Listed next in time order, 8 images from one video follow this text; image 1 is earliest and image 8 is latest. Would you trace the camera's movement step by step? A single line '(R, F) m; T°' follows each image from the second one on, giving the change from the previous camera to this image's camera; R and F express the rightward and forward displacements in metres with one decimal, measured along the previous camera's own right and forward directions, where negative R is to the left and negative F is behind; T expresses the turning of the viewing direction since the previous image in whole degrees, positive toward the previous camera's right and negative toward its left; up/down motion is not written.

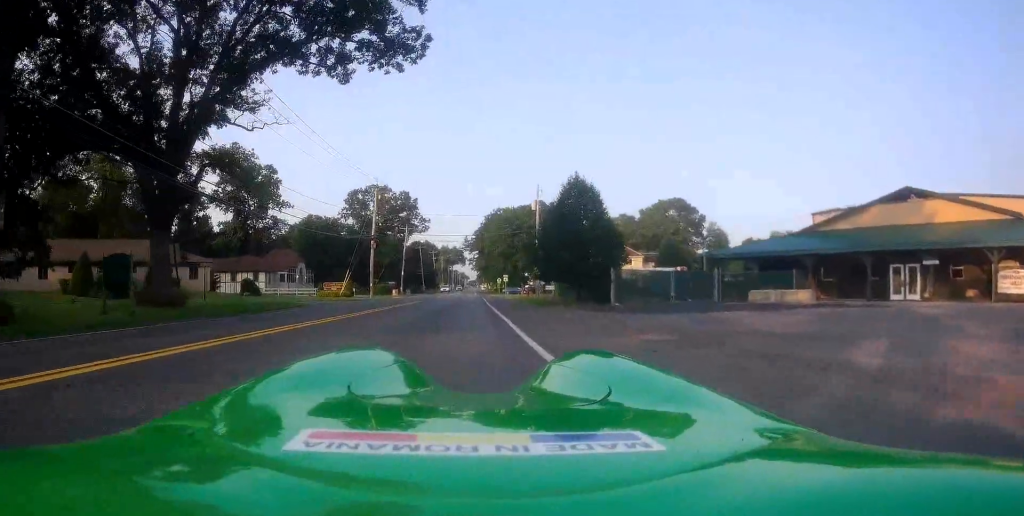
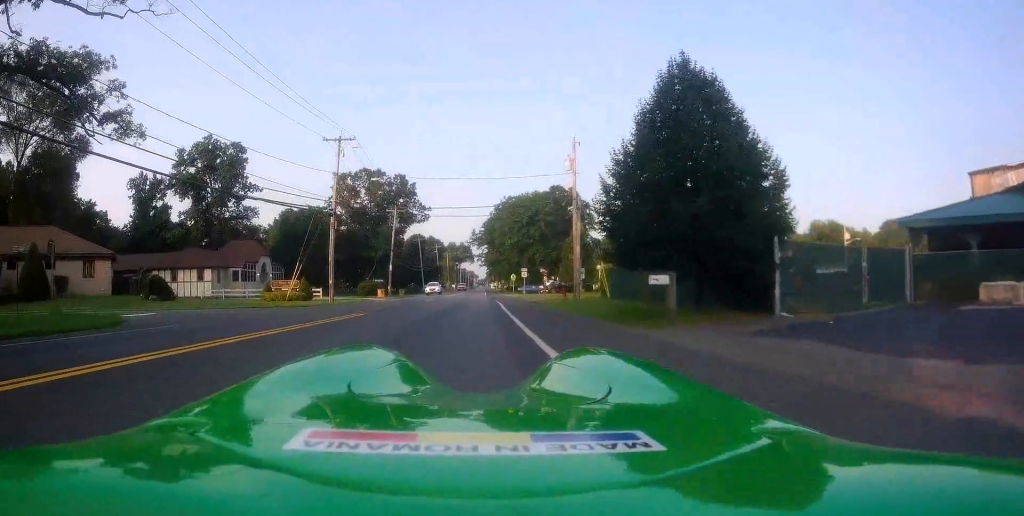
(-0.6, +19.3) m; -5°
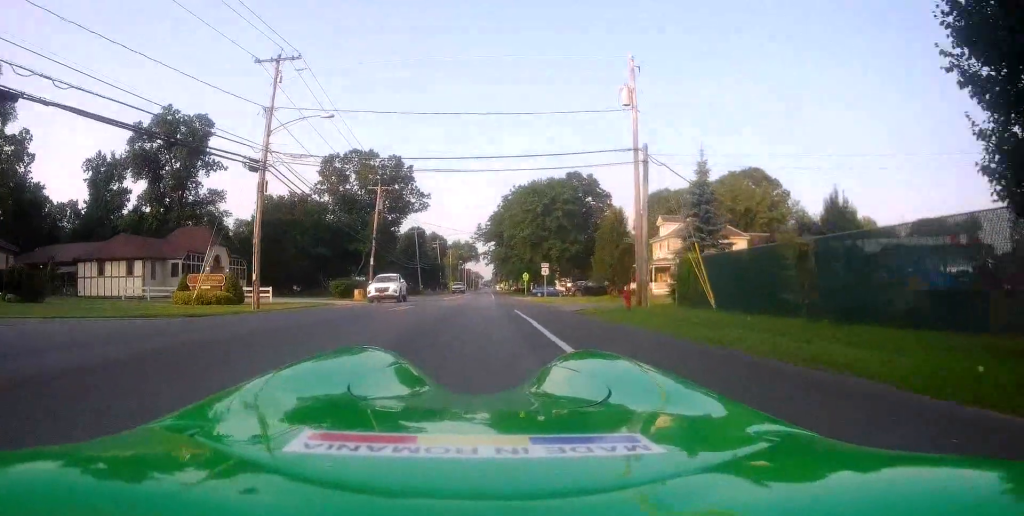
(+0.7, +14.6) m; +6°
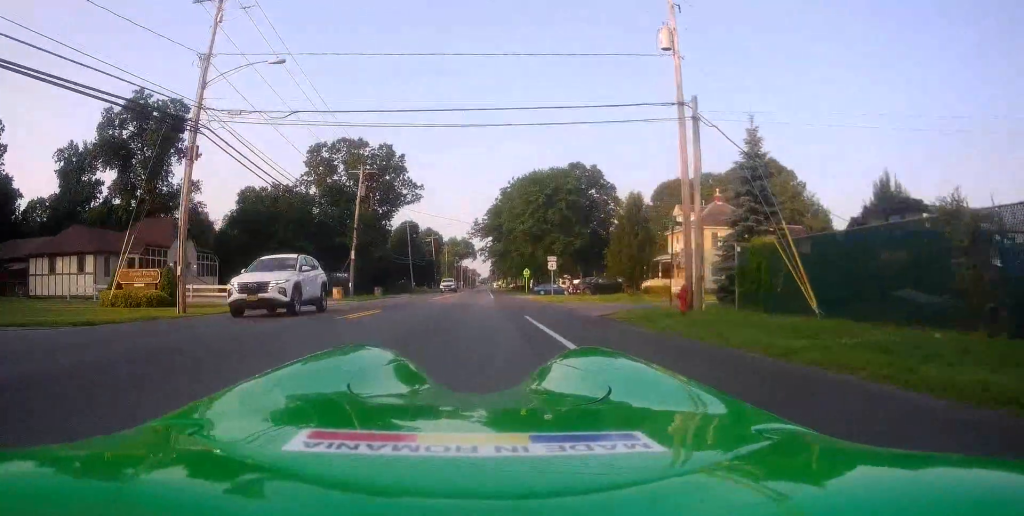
(+0.1, +6.7) m; -1°
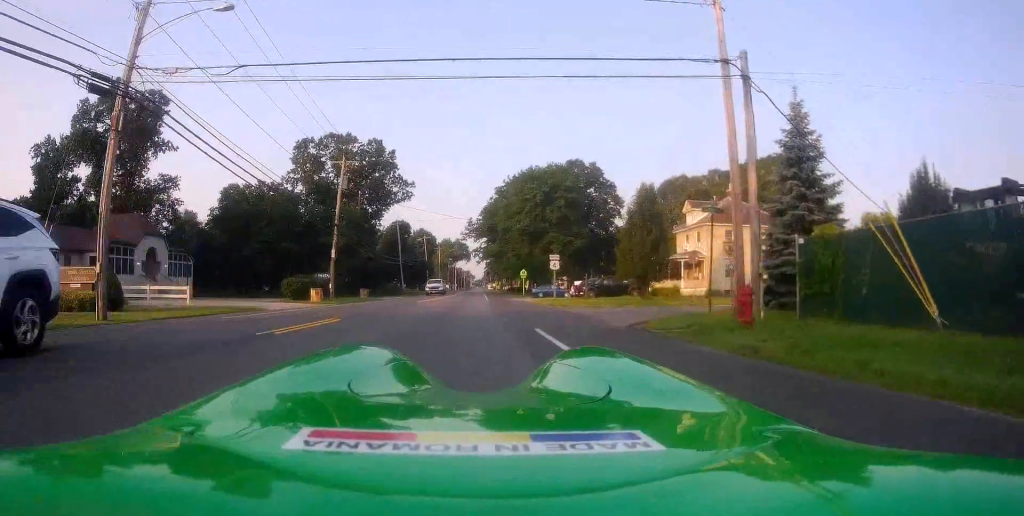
(+0.1, +4.4) m; -2°
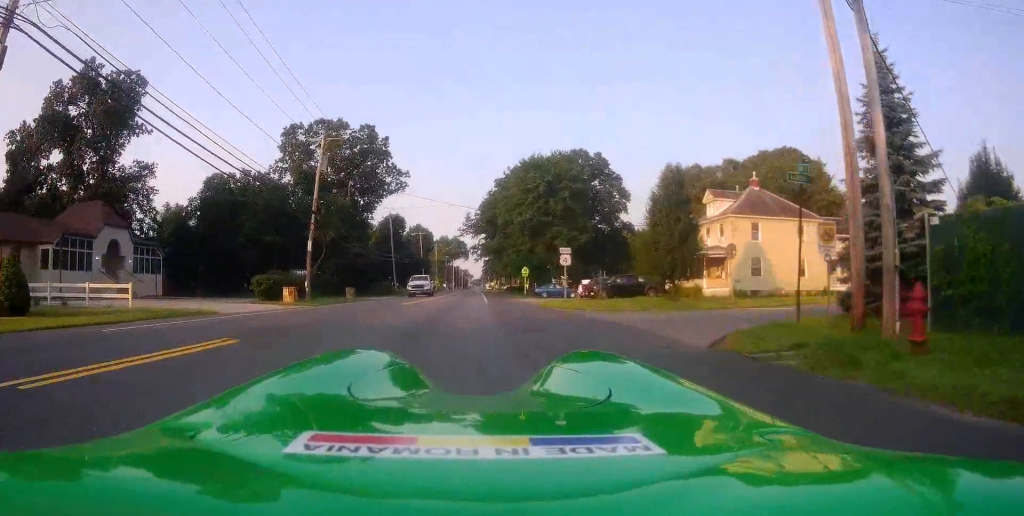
(-0.3, +5.6) m; -2°
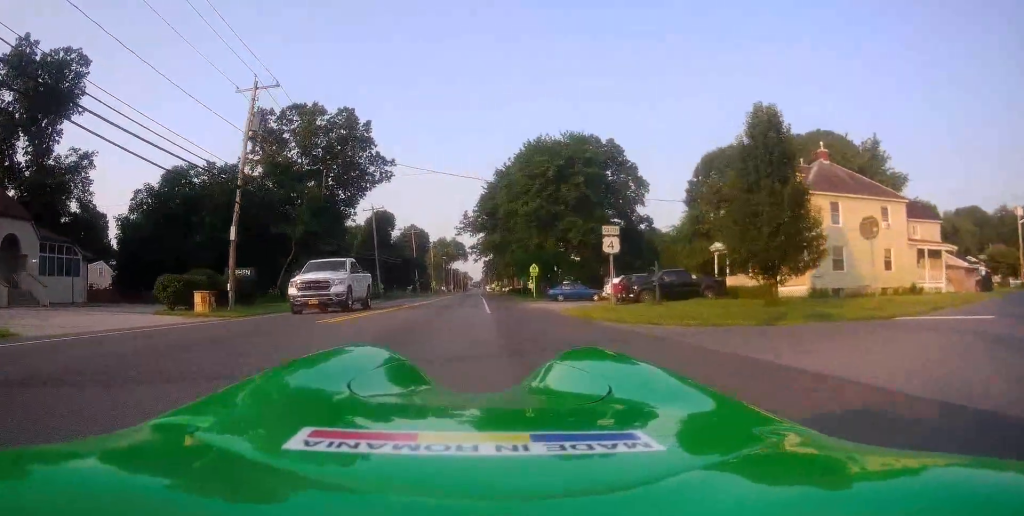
(-0.2, +11.6) m; +1°
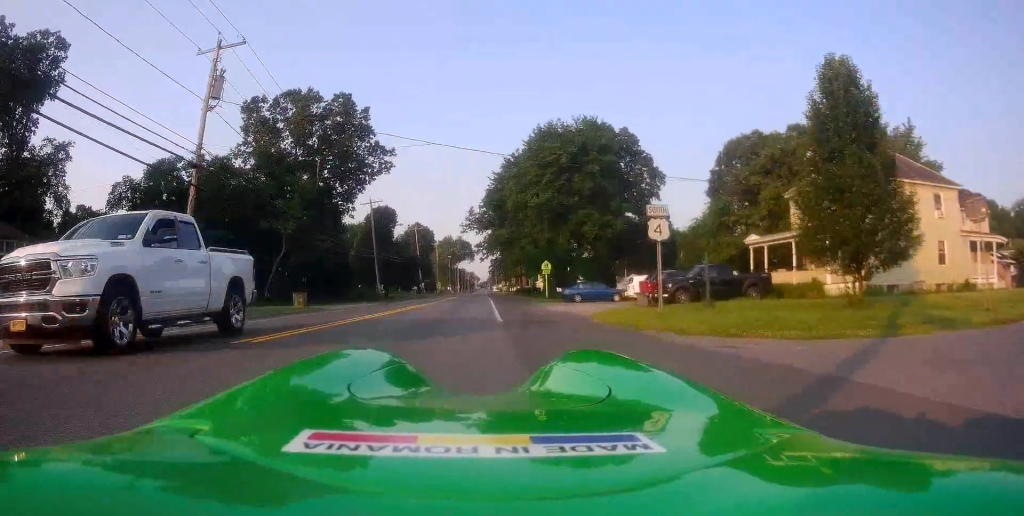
(+0.1, +4.8) m; +2°
